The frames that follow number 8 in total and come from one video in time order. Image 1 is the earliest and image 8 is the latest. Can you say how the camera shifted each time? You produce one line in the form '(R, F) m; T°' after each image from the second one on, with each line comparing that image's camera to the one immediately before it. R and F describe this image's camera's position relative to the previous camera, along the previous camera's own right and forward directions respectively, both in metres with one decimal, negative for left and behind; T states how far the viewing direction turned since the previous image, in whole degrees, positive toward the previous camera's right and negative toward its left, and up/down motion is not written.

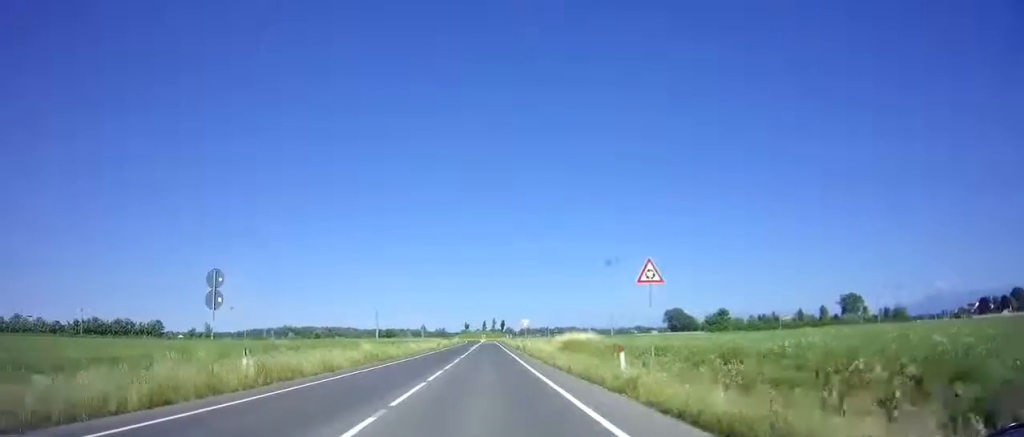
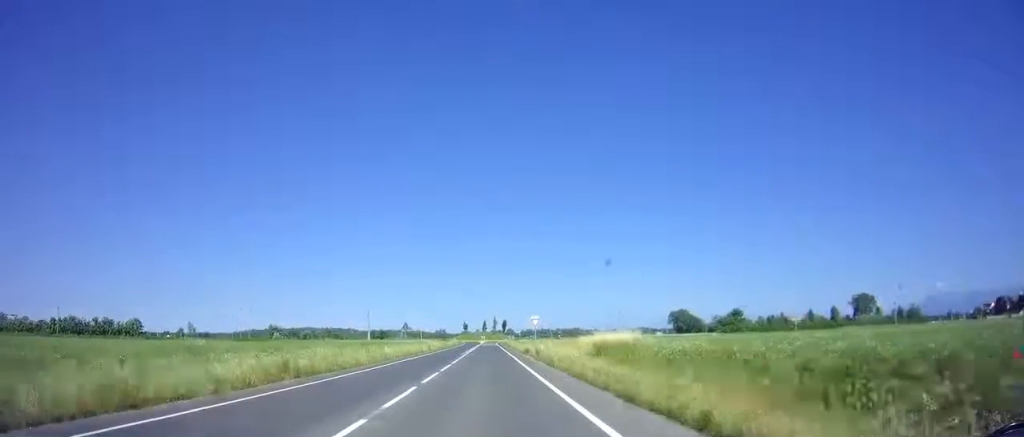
(+0.1, +12.2) m; 0°
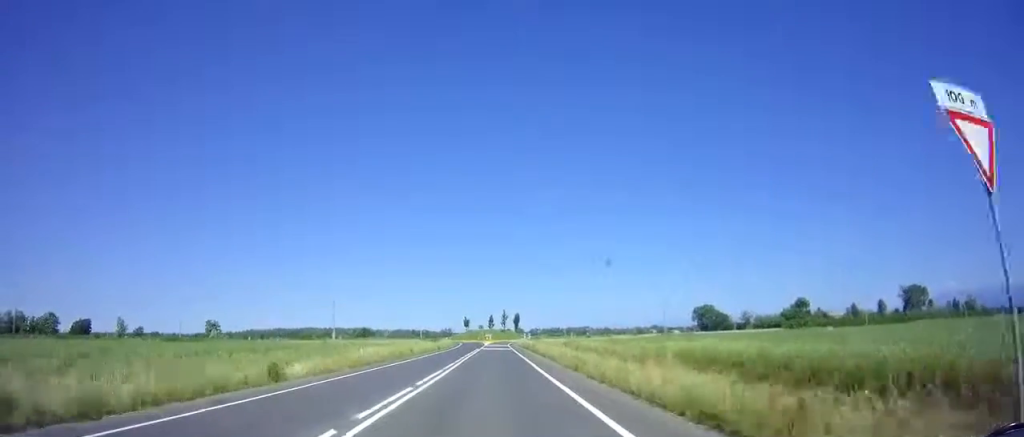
(-0.2, +40.5) m; -1°
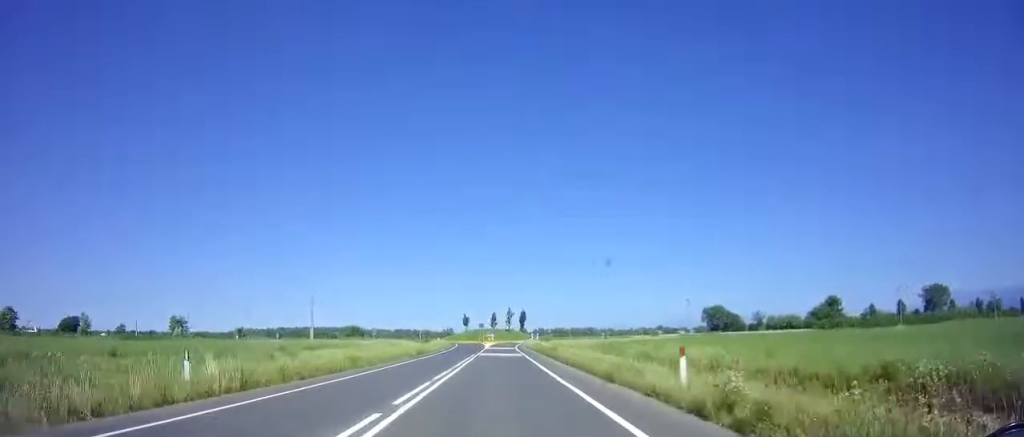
(-0.3, +15.0) m; 0°
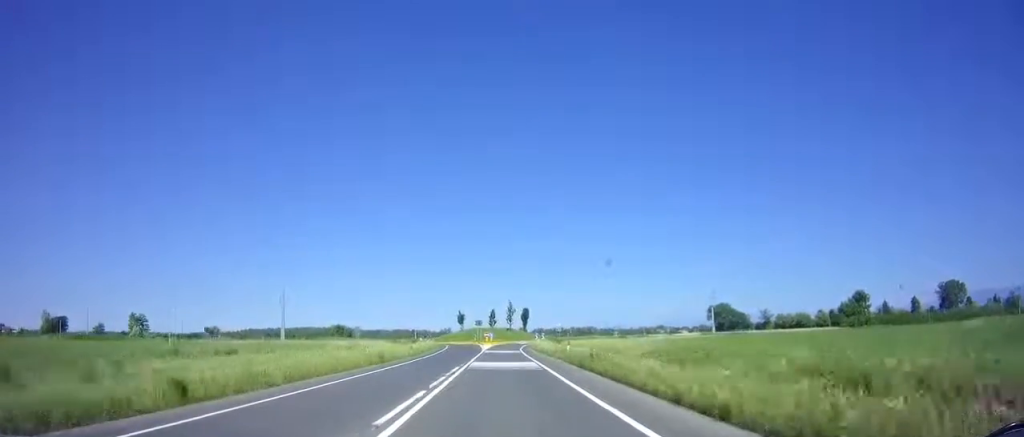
(+0.2, +13.5) m; +1°
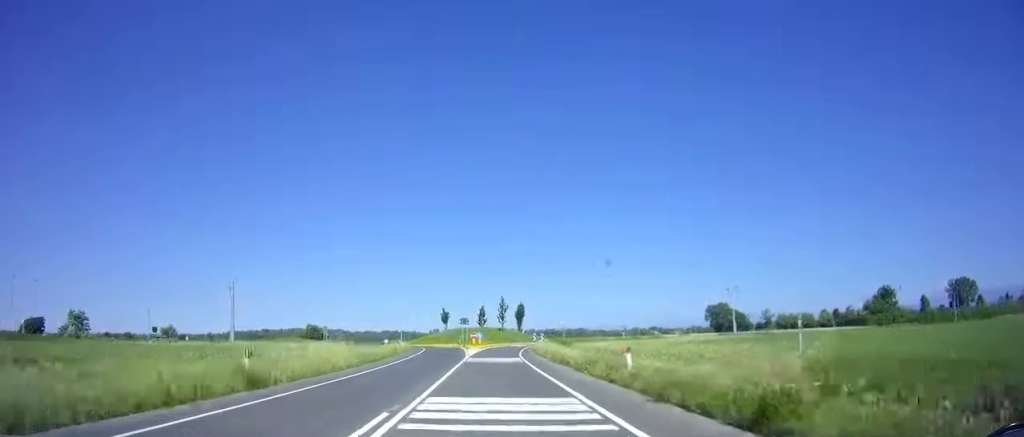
(+0.2, +14.5) m; 0°
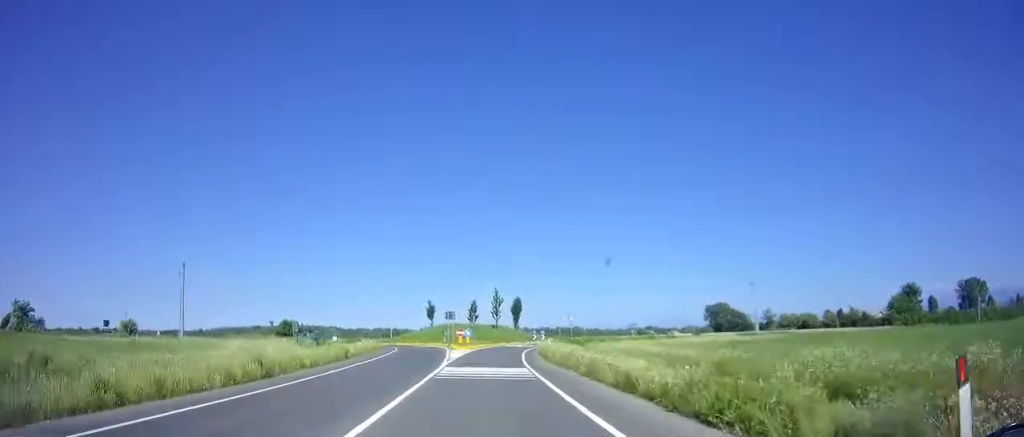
(-0.1, +10.1) m; +1°
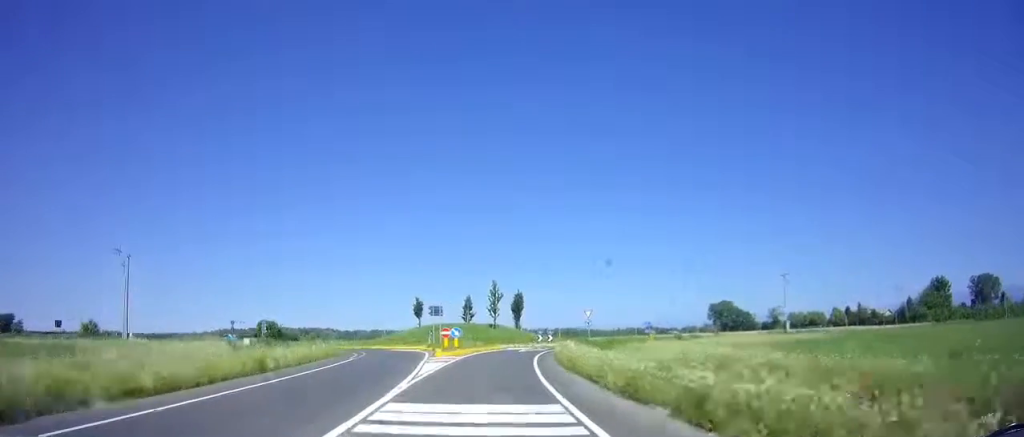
(0.0, +8.7) m; +1°
